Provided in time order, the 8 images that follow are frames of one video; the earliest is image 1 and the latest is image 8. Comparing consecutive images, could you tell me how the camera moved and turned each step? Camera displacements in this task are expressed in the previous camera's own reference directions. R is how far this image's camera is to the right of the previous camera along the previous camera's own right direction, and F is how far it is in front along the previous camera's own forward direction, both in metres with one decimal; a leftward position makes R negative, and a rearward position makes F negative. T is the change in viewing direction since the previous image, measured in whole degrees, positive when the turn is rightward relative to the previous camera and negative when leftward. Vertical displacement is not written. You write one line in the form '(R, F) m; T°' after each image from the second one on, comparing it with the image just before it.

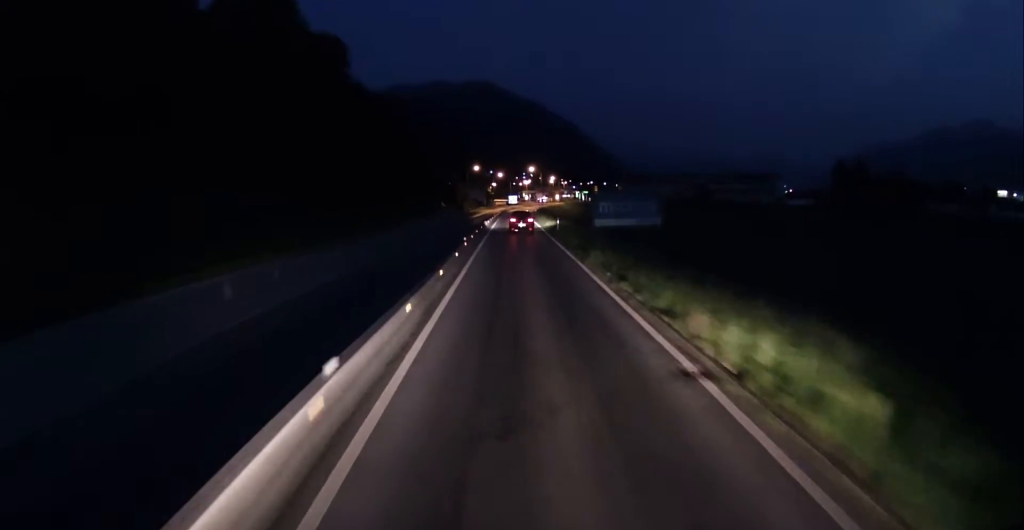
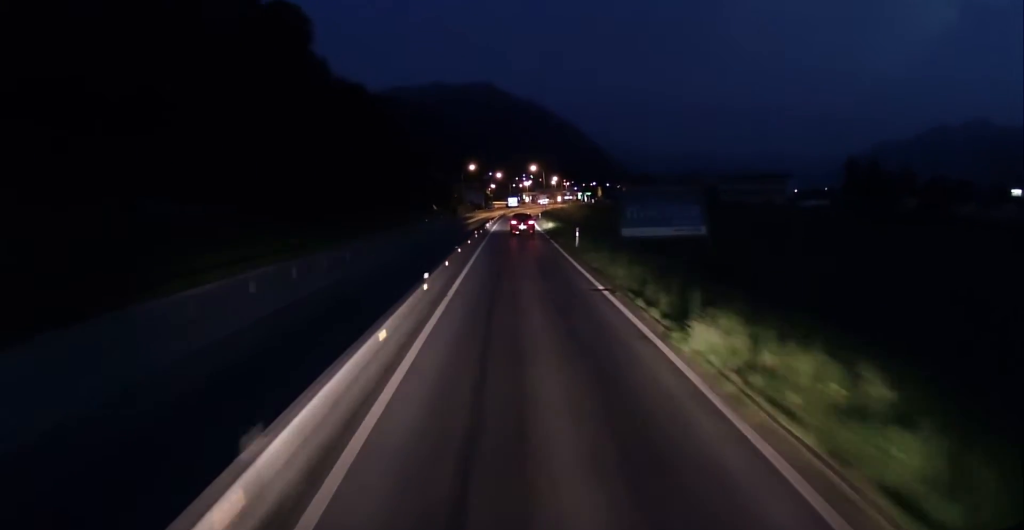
(-0.1, +14.1) m; 0°
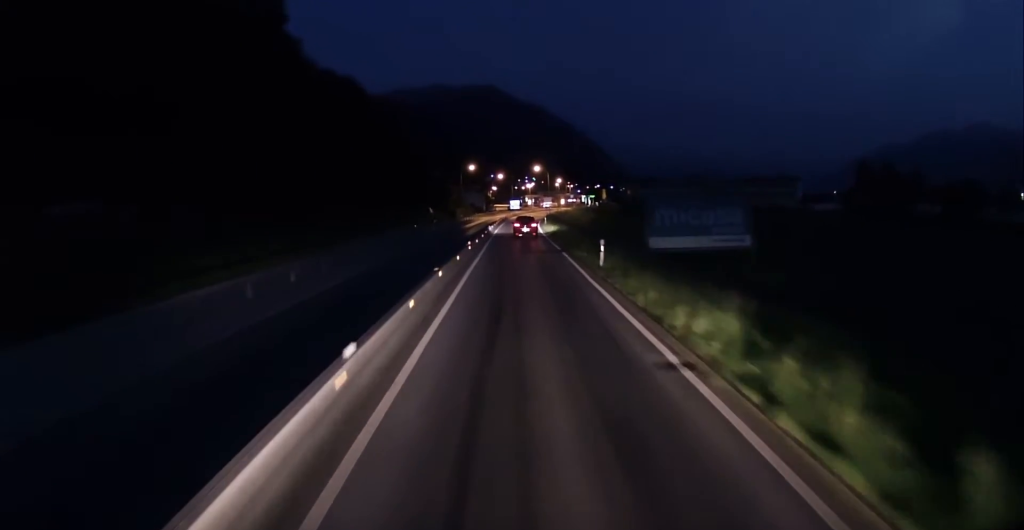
(0.0, +8.4) m; 0°
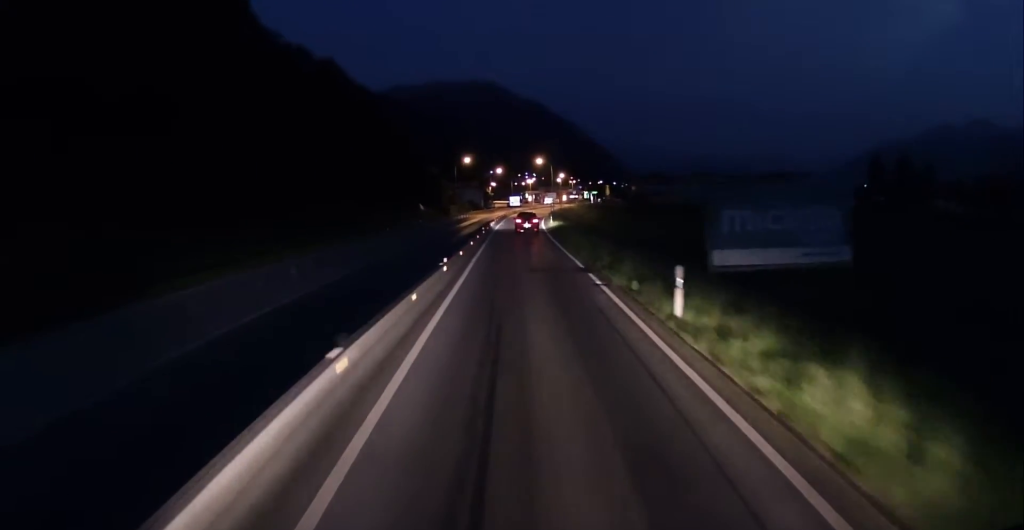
(0.0, +11.7) m; 0°
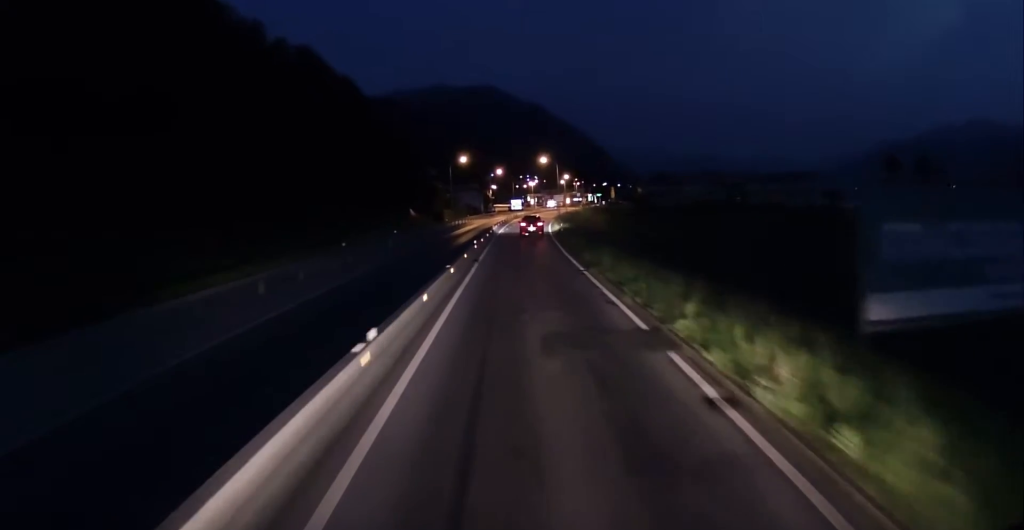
(0.0, +11.3) m; -1°
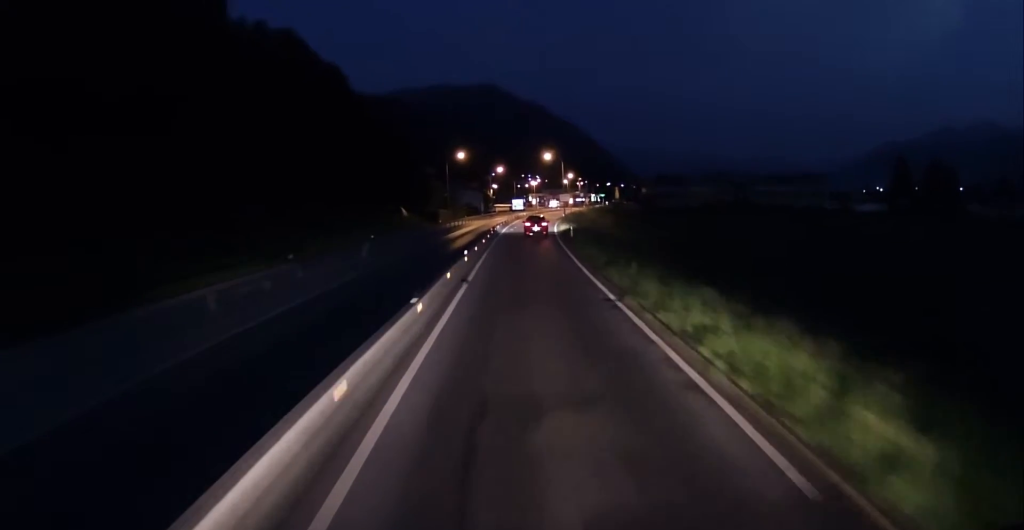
(+0.1, +7.5) m; -1°
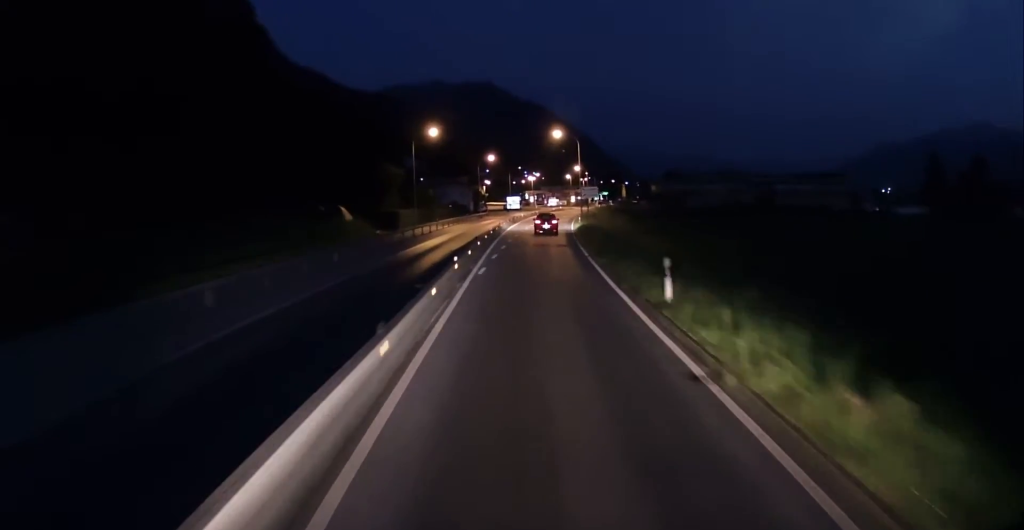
(-0.1, +28.4) m; +2°
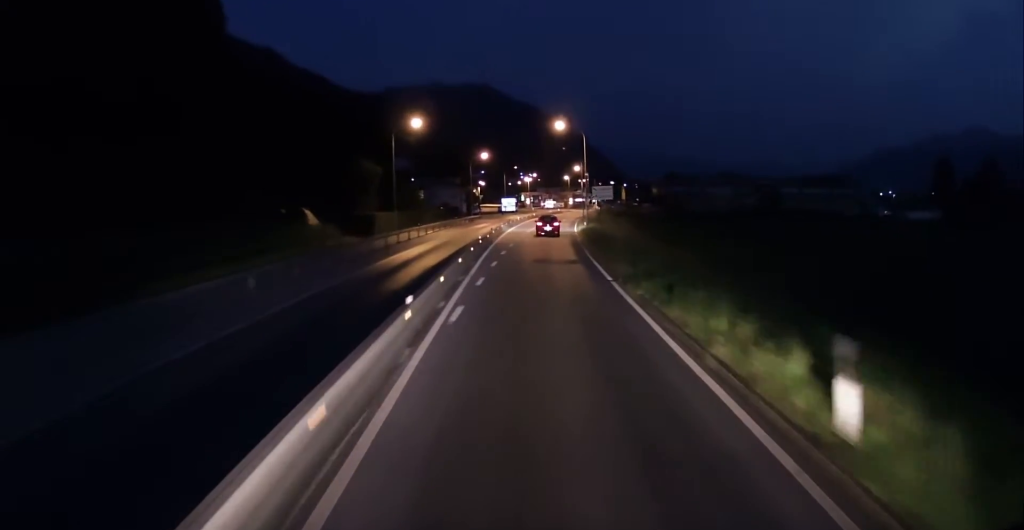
(+0.1, +9.0) m; +1°
